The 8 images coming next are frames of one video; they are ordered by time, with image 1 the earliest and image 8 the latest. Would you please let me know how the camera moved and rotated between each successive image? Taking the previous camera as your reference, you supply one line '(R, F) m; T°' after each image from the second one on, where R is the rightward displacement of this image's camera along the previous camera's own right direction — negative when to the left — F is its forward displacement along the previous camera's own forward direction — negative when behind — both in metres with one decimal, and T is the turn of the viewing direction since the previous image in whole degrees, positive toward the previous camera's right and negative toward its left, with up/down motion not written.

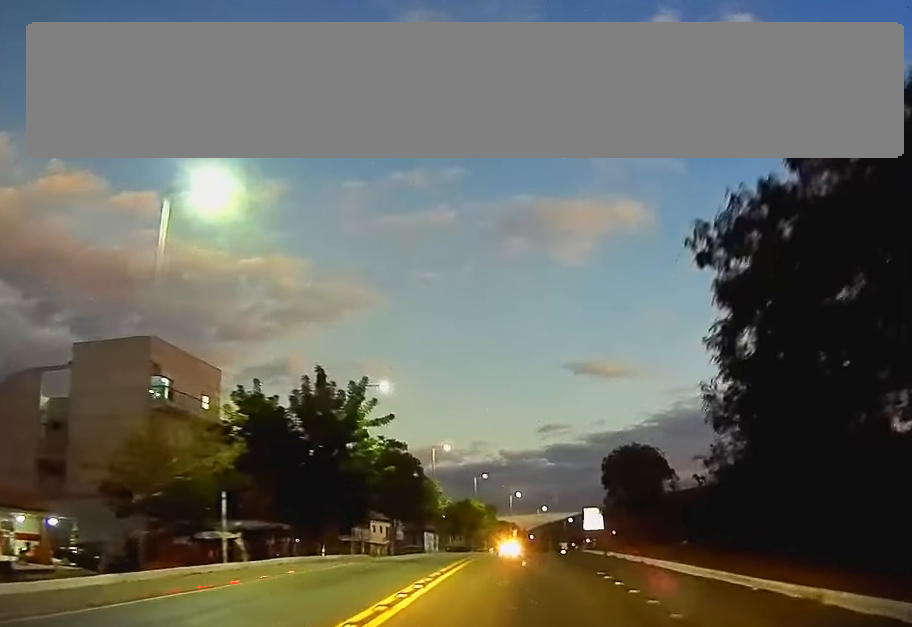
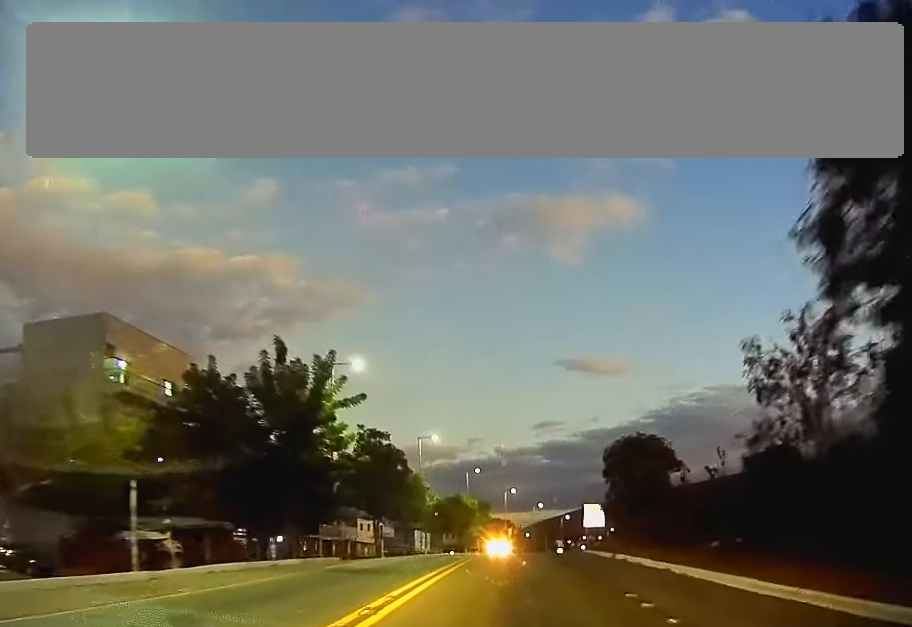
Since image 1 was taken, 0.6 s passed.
(0.0, +6.6) m; 0°
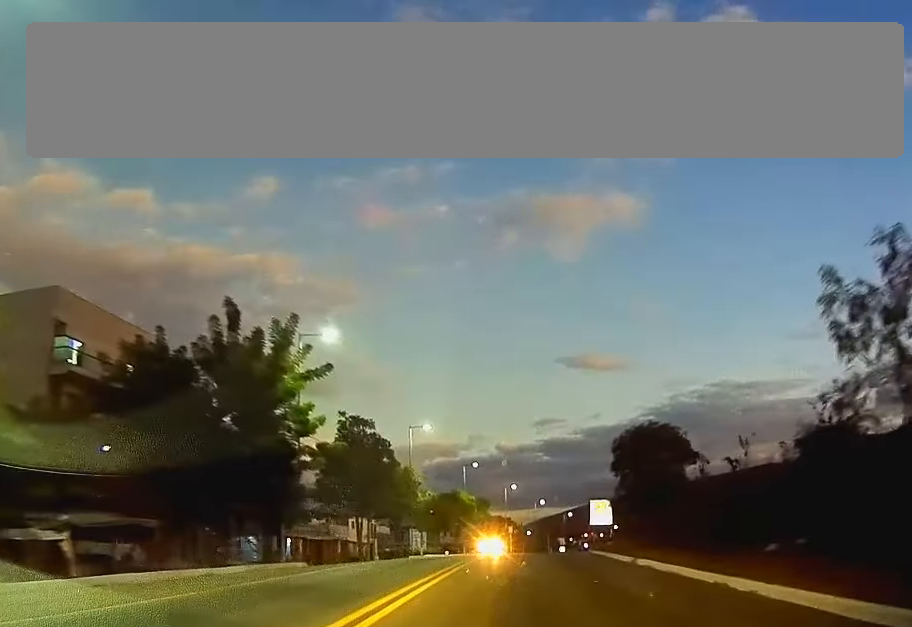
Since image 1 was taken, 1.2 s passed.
(0.0, +6.6) m; 0°
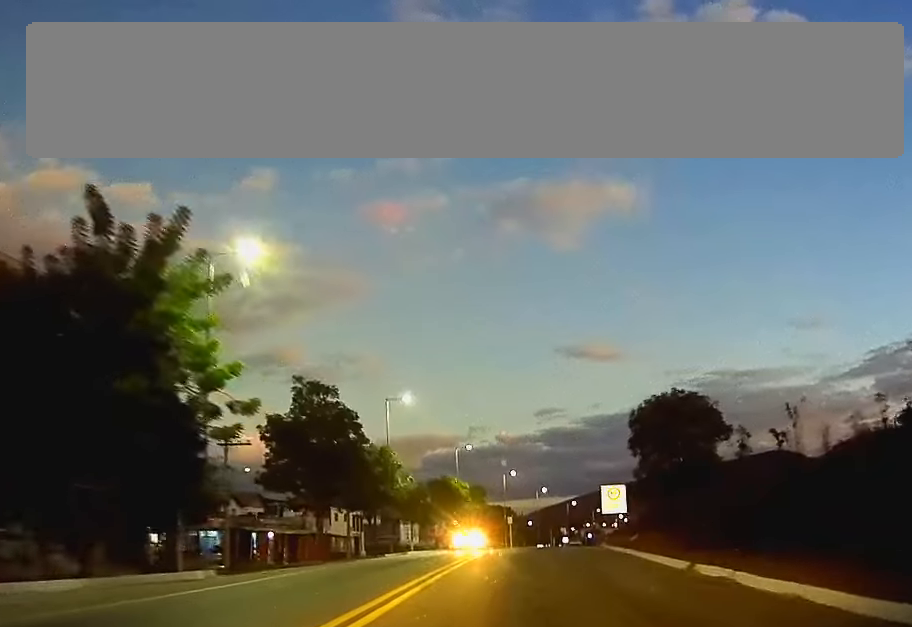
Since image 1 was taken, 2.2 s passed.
(+0.1, +11.2) m; 0°
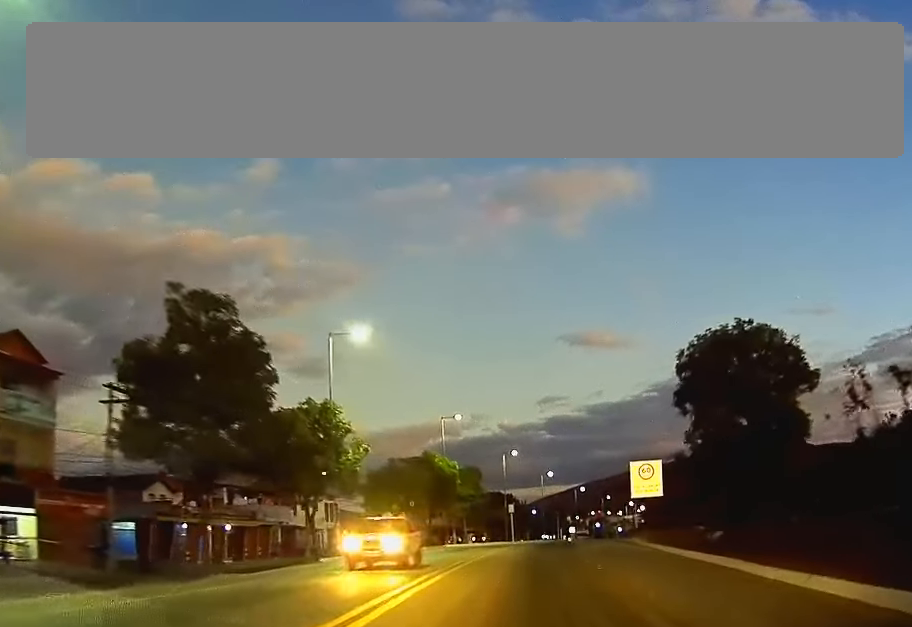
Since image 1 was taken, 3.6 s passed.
(-0.3, +17.2) m; -2°
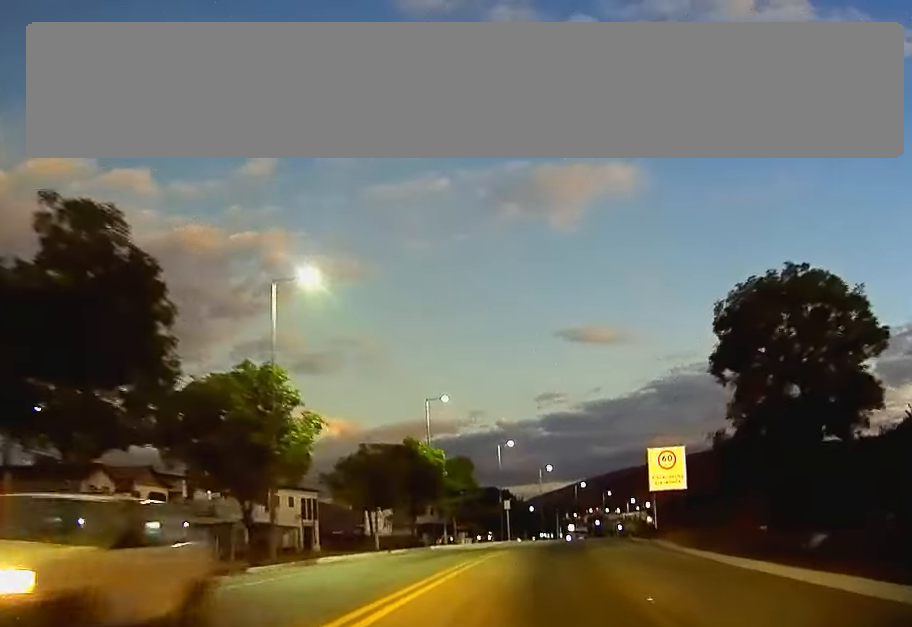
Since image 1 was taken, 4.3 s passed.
(-0.1, +8.8) m; 0°
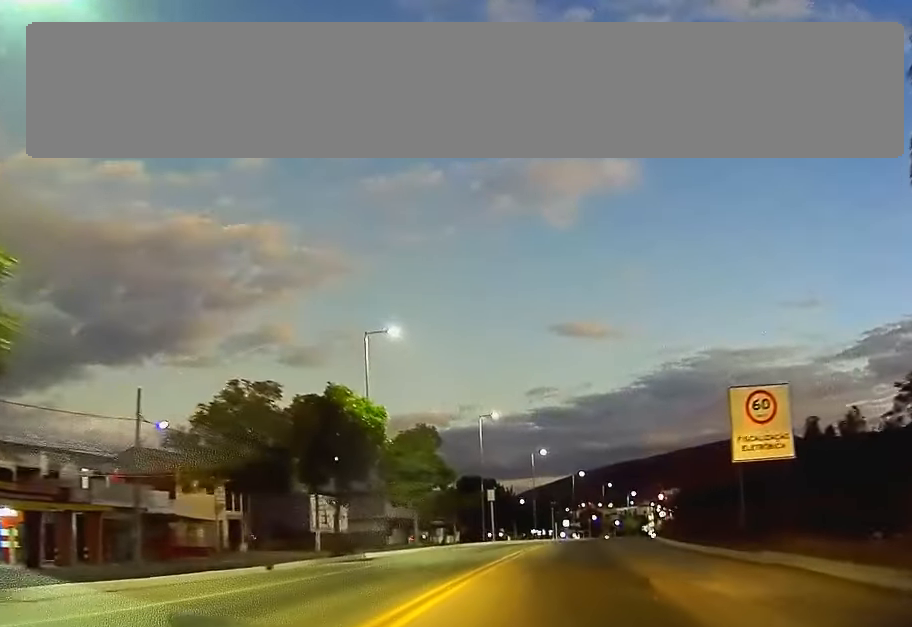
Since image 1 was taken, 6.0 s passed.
(+0.2, +19.8) m; +1°
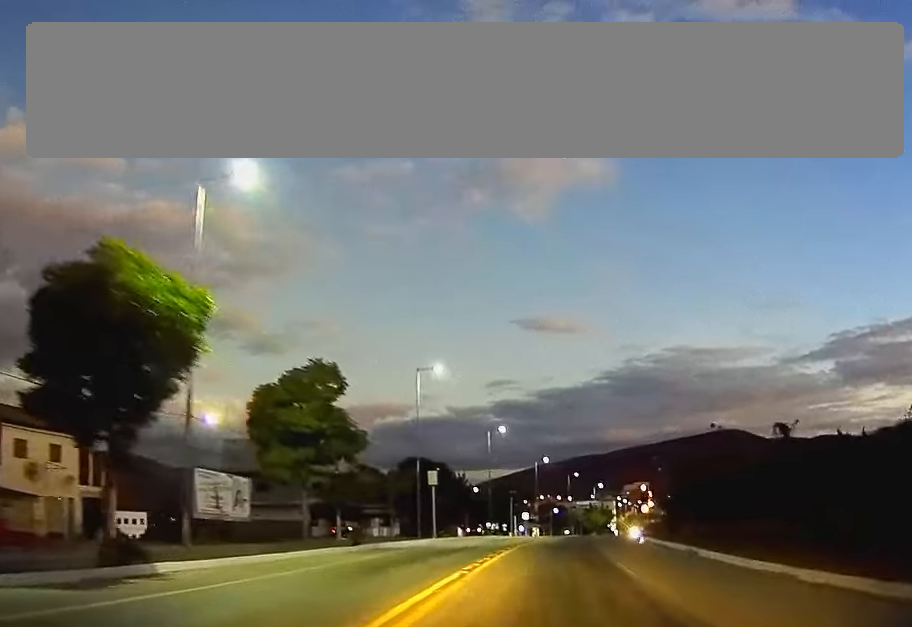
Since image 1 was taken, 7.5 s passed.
(+0.3, +17.7) m; +2°
